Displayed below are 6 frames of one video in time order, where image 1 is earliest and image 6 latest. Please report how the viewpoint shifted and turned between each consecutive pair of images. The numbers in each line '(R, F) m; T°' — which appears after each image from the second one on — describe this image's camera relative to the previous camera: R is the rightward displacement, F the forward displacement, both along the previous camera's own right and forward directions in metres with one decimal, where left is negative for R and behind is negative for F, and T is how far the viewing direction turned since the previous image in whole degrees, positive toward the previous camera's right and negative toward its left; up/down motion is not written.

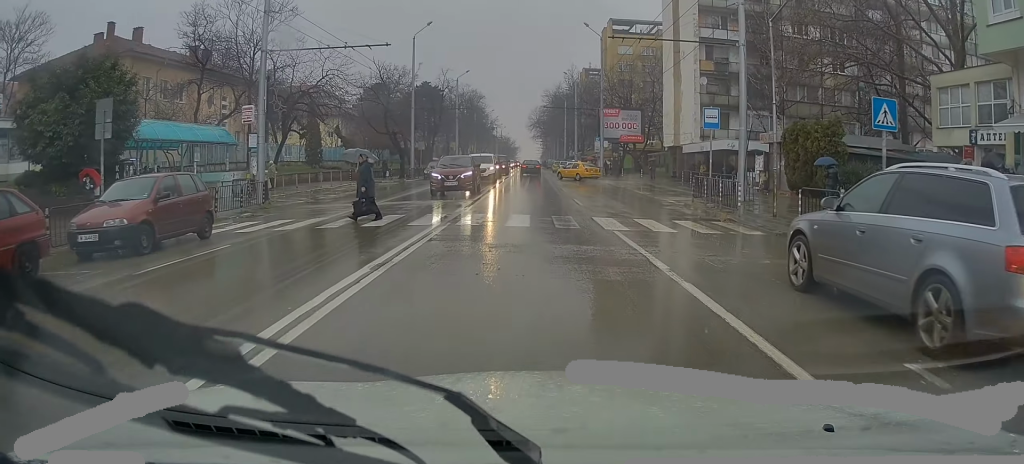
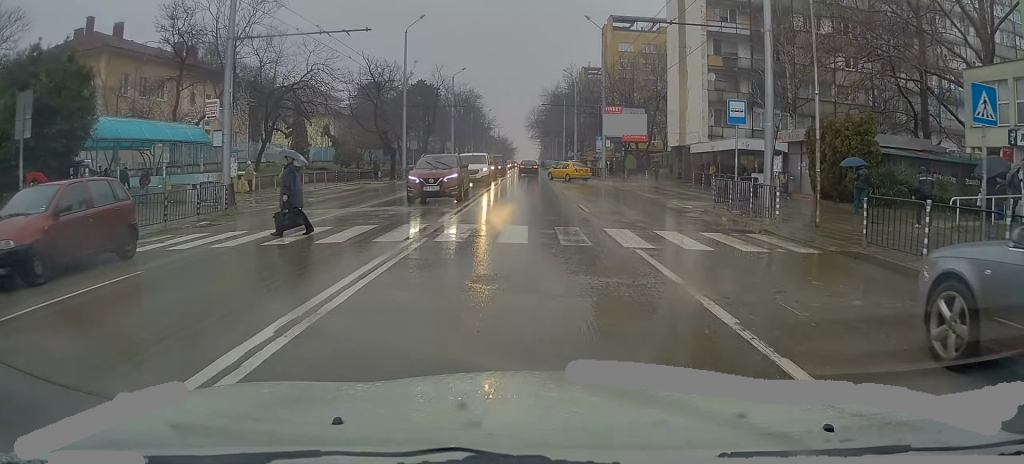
(0.0, +3.0) m; 0°
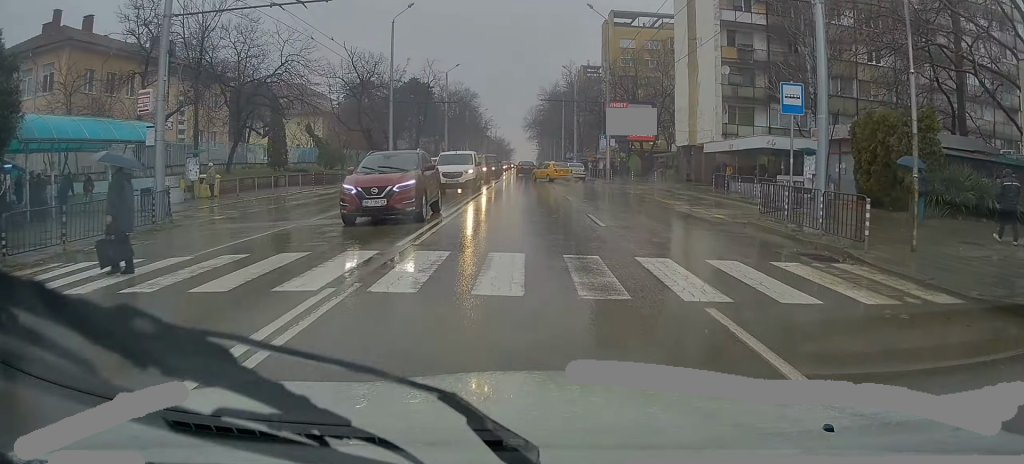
(+0.1, +4.3) m; +1°
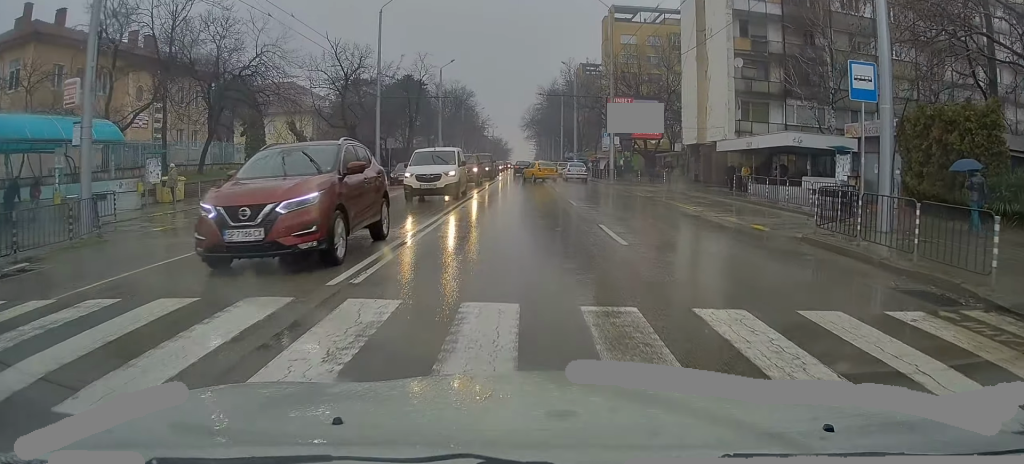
(0.0, +3.5) m; 0°
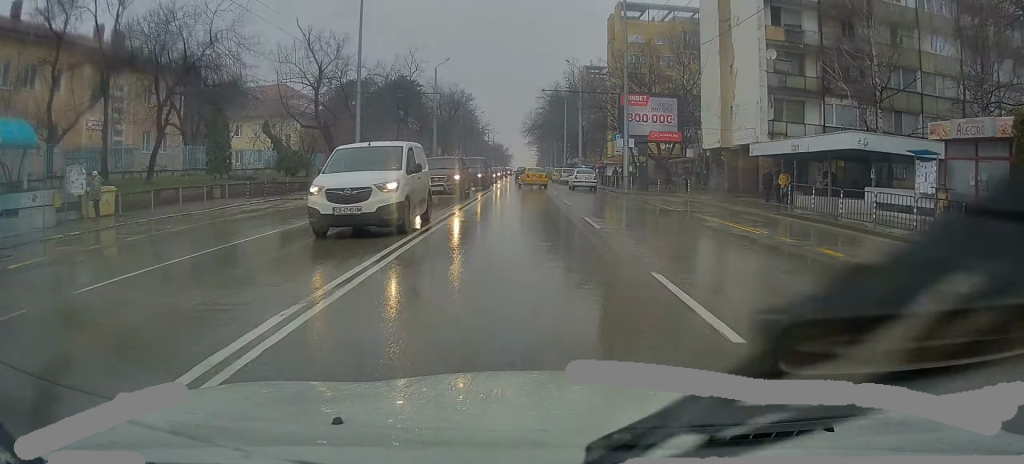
(0.0, +5.5) m; 0°
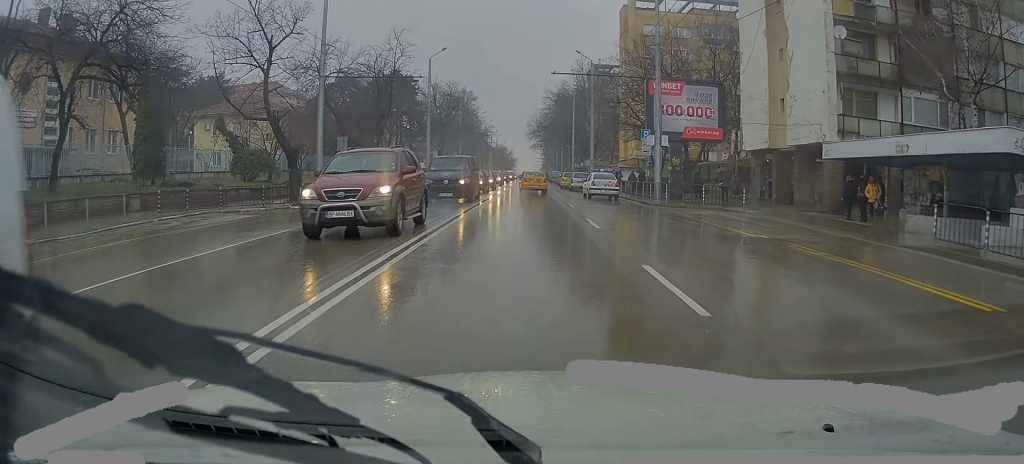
(0.0, +7.5) m; 0°
